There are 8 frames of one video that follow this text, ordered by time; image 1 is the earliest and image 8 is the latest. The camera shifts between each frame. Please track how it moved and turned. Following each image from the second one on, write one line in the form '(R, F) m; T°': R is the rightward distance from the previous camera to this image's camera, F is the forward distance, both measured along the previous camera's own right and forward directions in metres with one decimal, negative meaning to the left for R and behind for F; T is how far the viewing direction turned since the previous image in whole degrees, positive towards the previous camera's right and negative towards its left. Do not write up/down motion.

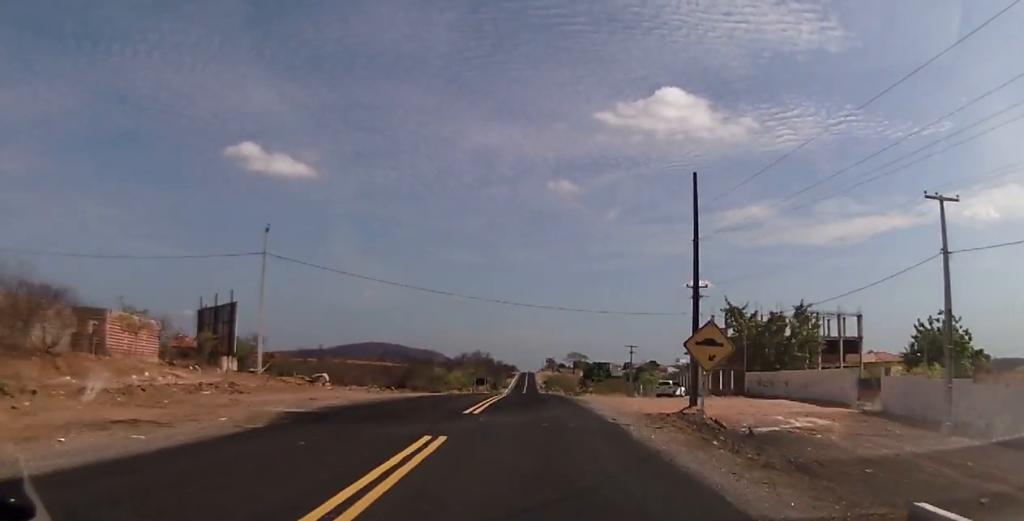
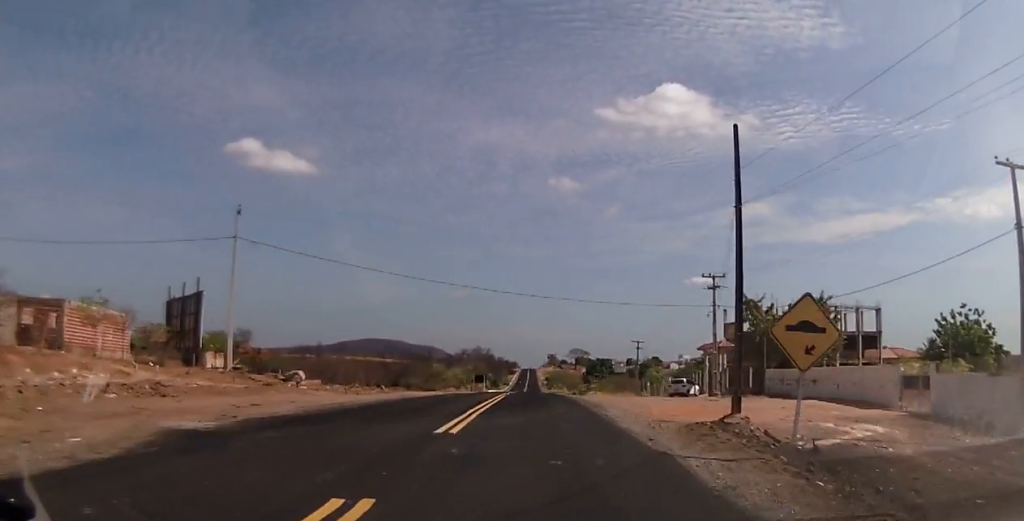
(+0.1, +7.1) m; 0°
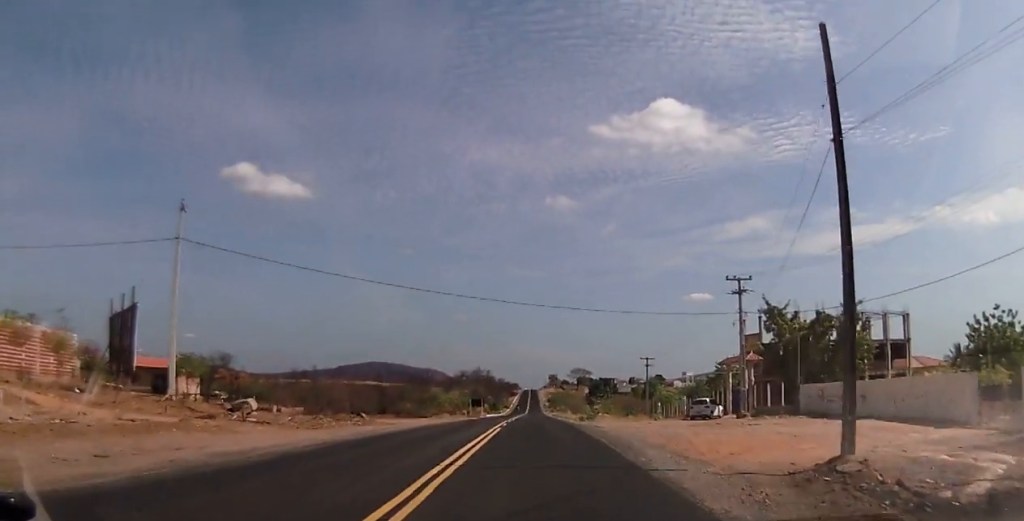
(-0.2, +12.9) m; -1°
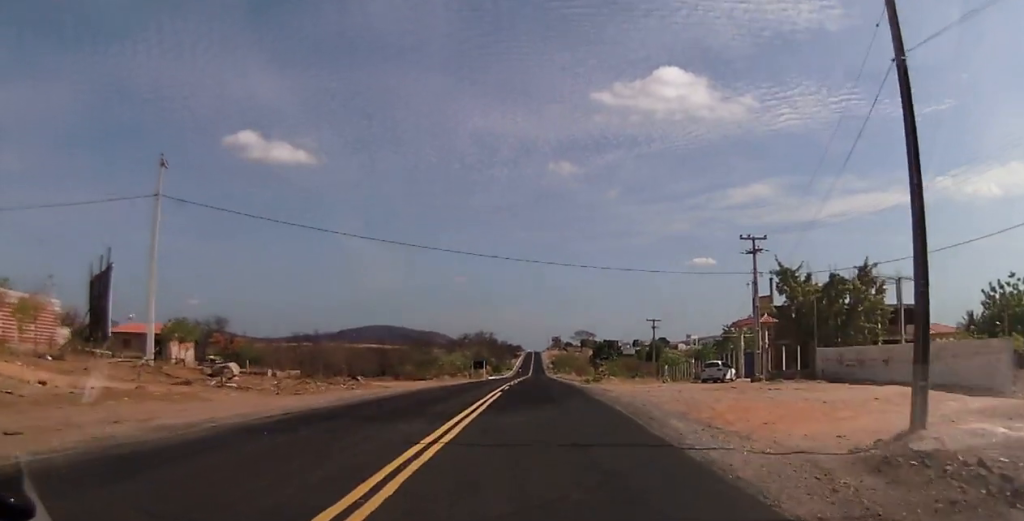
(0.0, +4.3) m; 0°
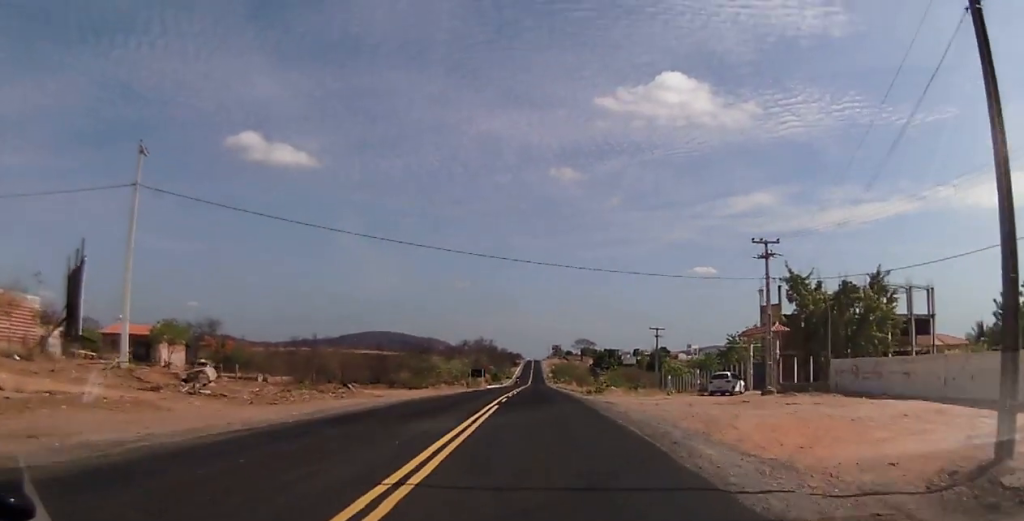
(0.0, +2.6) m; -2°
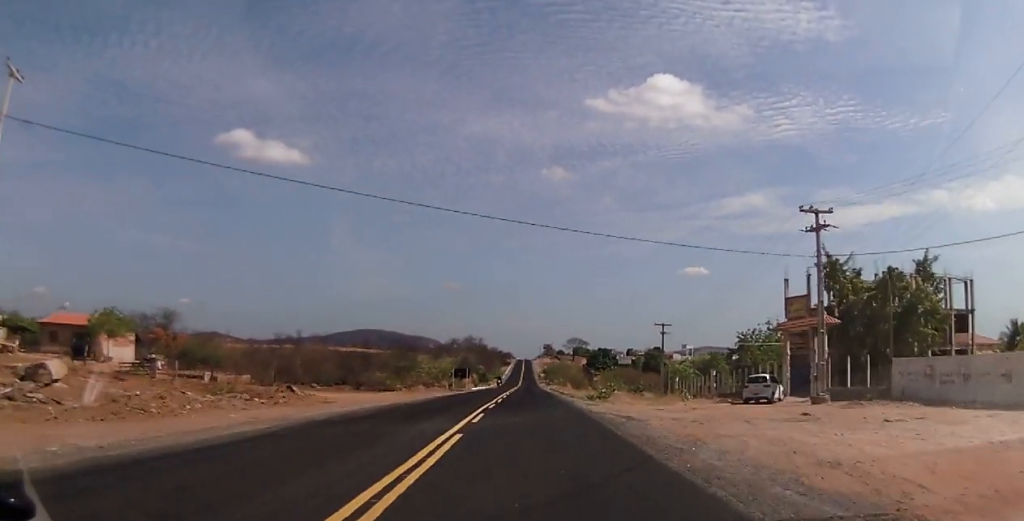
(-0.2, +7.5) m; +2°
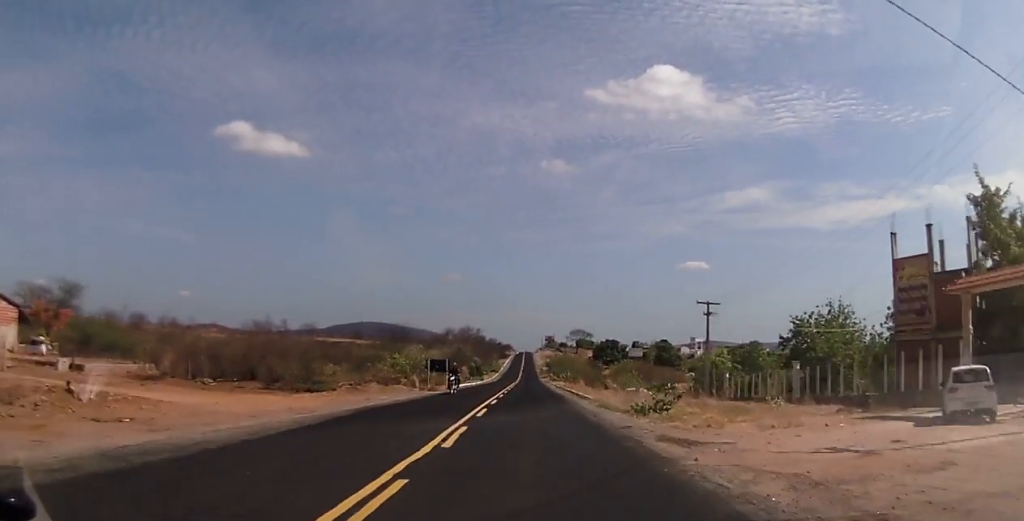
(+0.6, +14.6) m; +1°
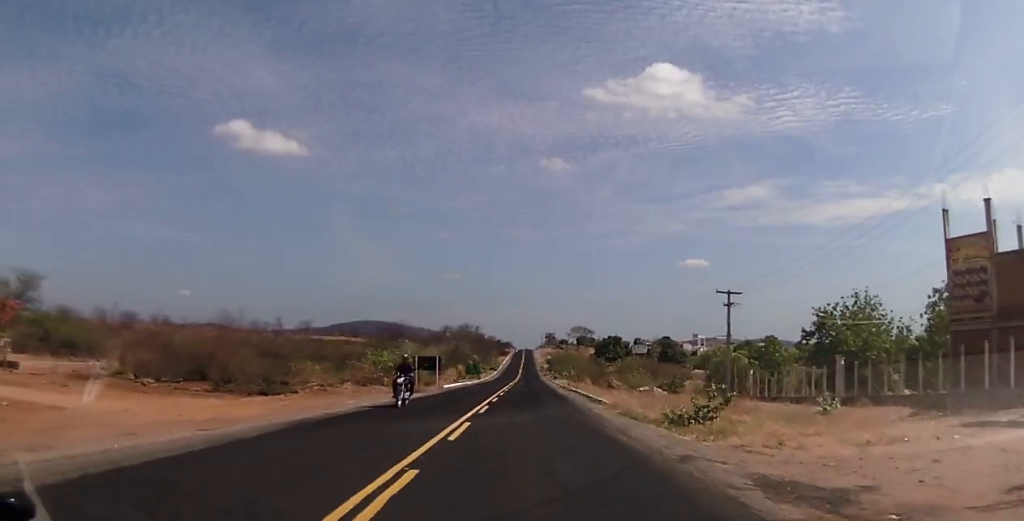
(0.0, +5.2) m; 0°
